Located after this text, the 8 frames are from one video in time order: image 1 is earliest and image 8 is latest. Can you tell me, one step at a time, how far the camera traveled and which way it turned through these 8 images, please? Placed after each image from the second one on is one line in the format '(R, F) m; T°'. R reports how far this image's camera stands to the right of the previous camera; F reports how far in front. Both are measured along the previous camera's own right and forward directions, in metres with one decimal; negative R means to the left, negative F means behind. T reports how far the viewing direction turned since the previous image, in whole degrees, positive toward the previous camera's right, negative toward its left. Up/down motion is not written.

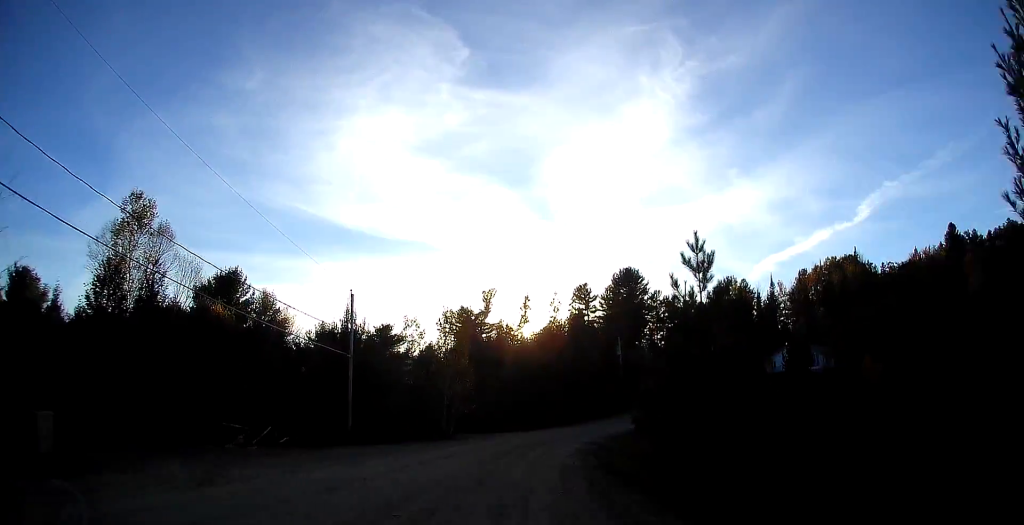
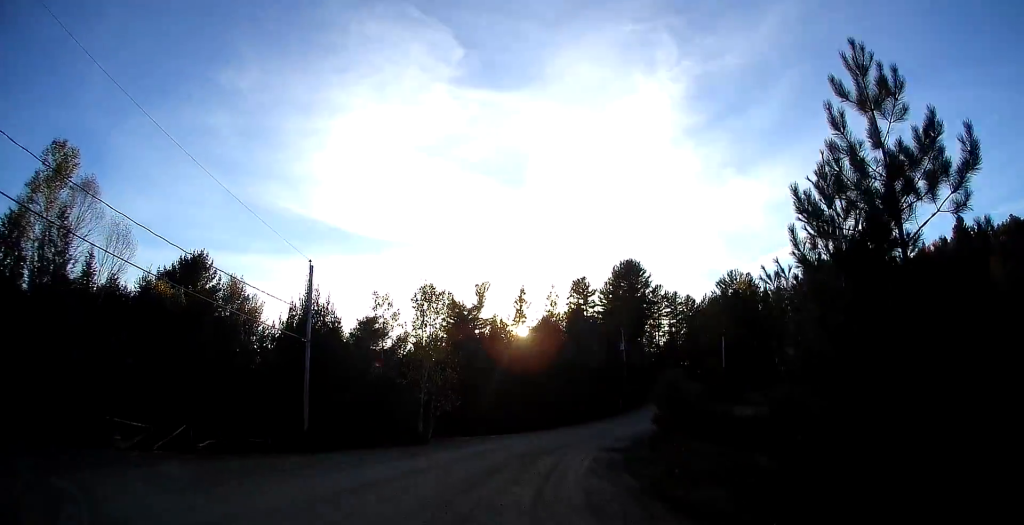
(-0.7, +7.4) m; -6°
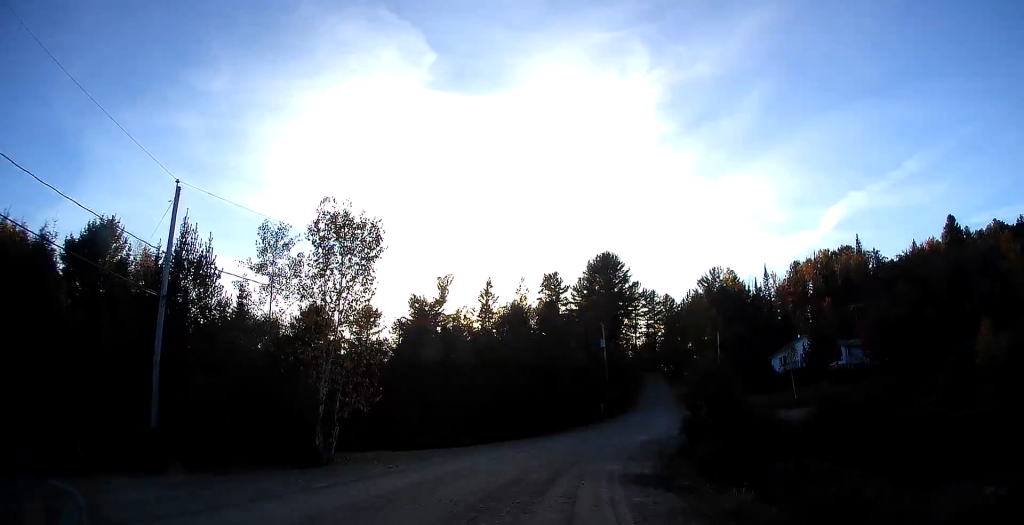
(-0.1, +11.8) m; +3°
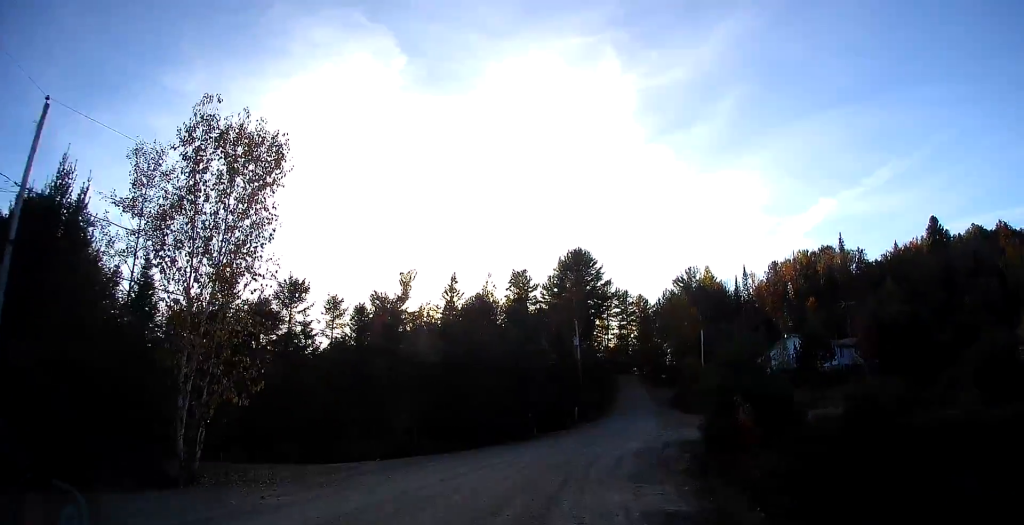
(+0.3, +6.7) m; +5°
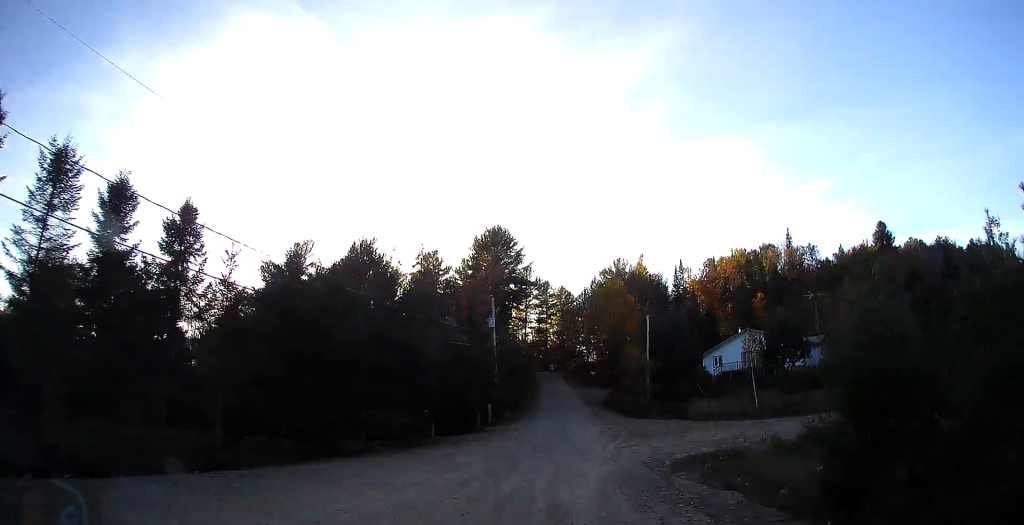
(+1.5, +14.0) m; +13°
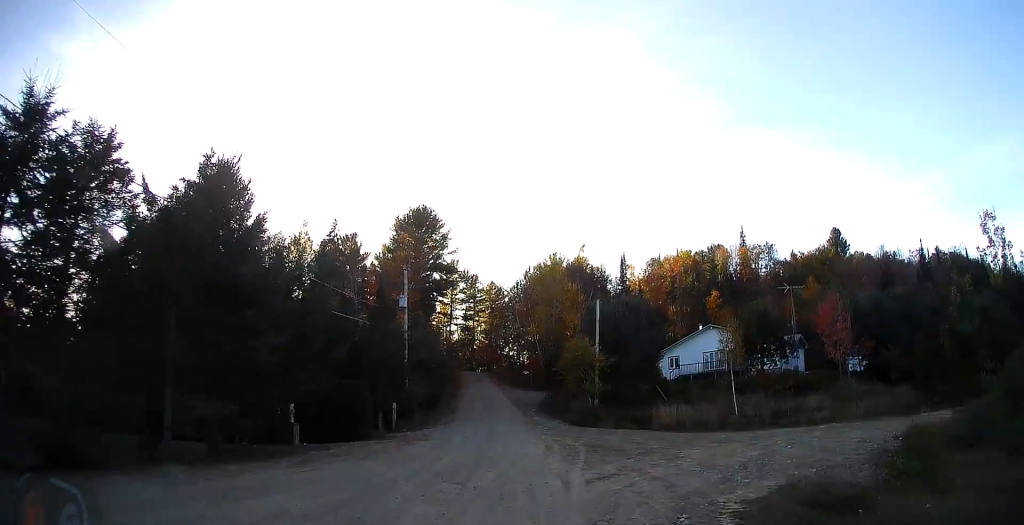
(+0.9, +11.8) m; +5°
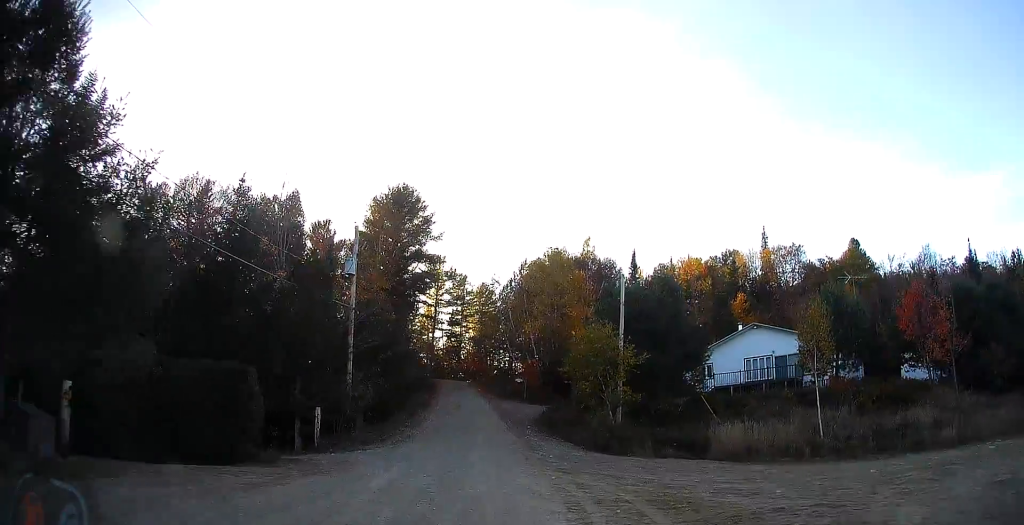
(0.0, +13.6) m; +2°
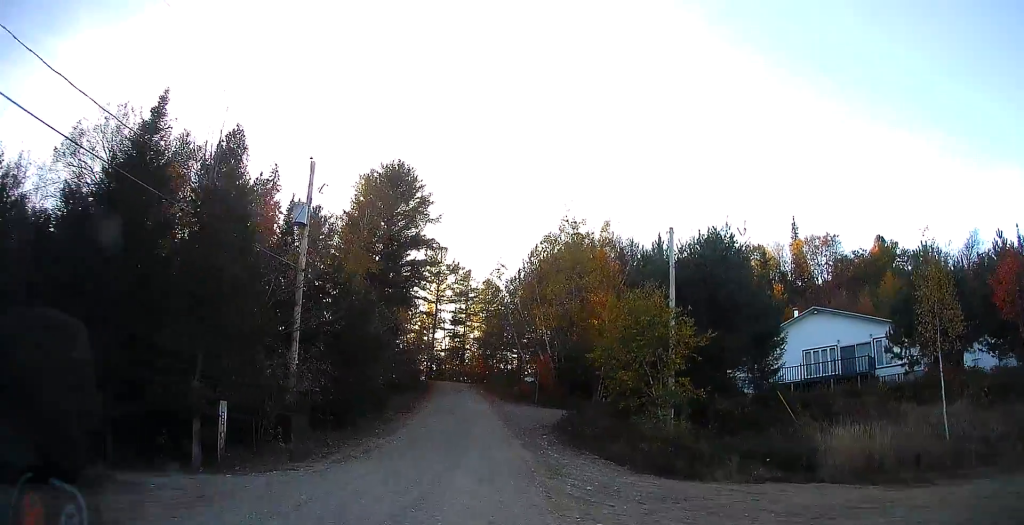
(+0.3, +9.2) m; 0°
